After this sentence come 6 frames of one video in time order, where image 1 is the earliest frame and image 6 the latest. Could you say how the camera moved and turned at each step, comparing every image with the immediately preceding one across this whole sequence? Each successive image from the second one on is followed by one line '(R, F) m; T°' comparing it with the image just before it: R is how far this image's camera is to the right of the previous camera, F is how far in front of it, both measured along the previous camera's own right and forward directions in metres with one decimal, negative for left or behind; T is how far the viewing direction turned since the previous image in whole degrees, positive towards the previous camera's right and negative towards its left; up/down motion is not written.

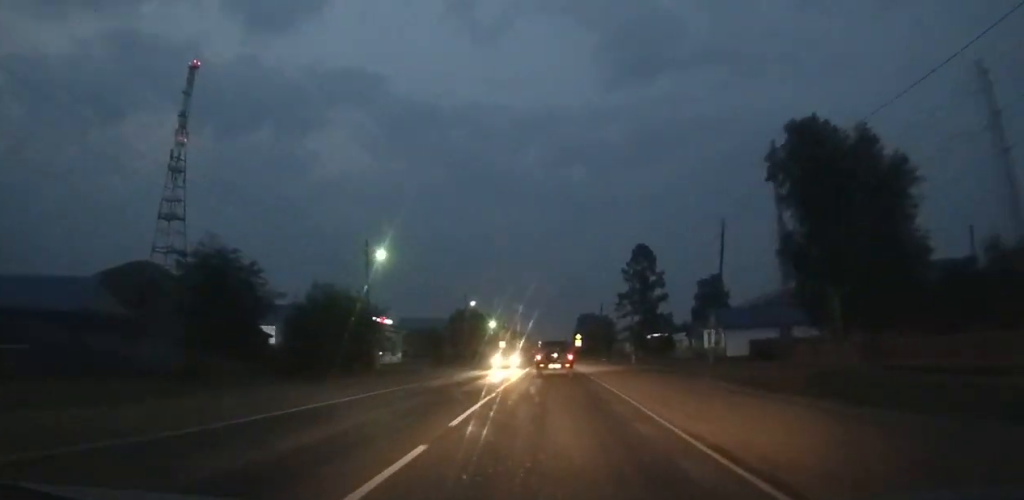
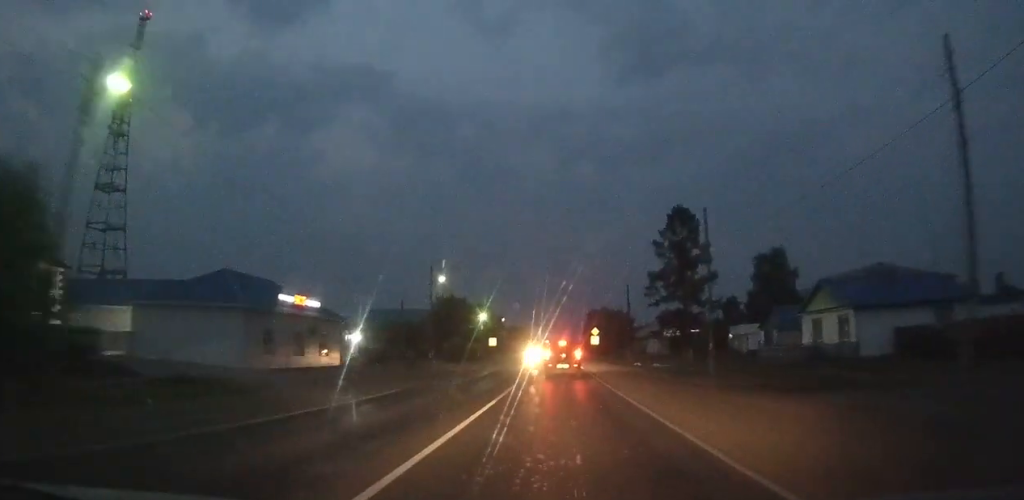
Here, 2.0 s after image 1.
(0.0, +25.0) m; 0°
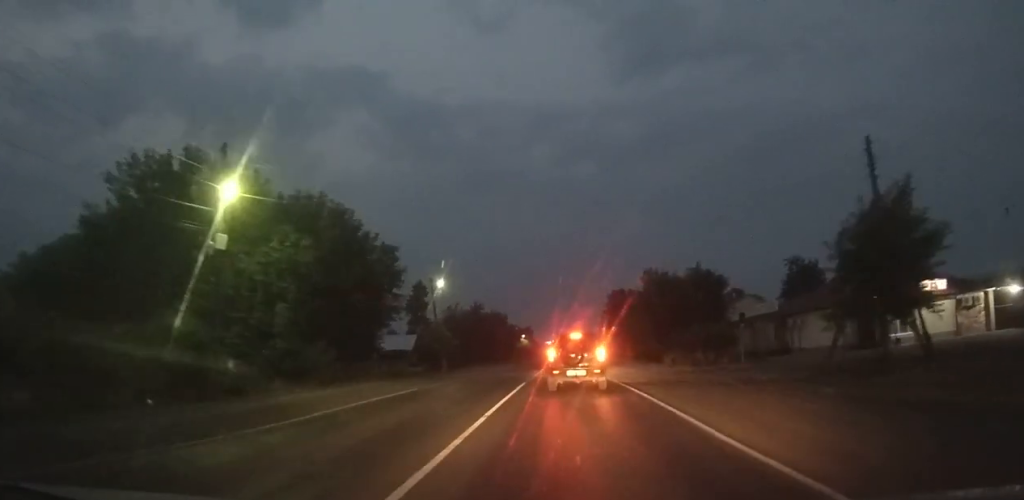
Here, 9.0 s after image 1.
(-0.6, +69.6) m; -1°
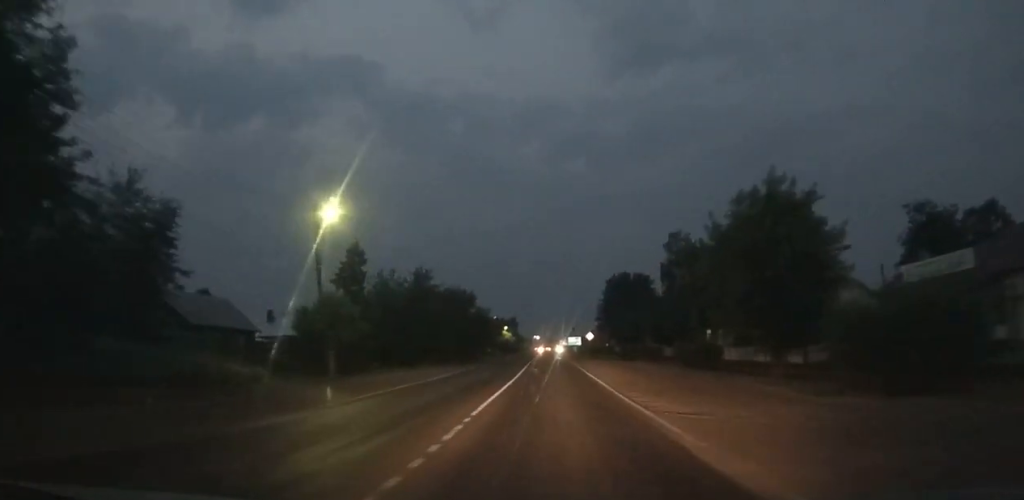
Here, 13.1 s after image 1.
(+0.4, +37.8) m; +2°
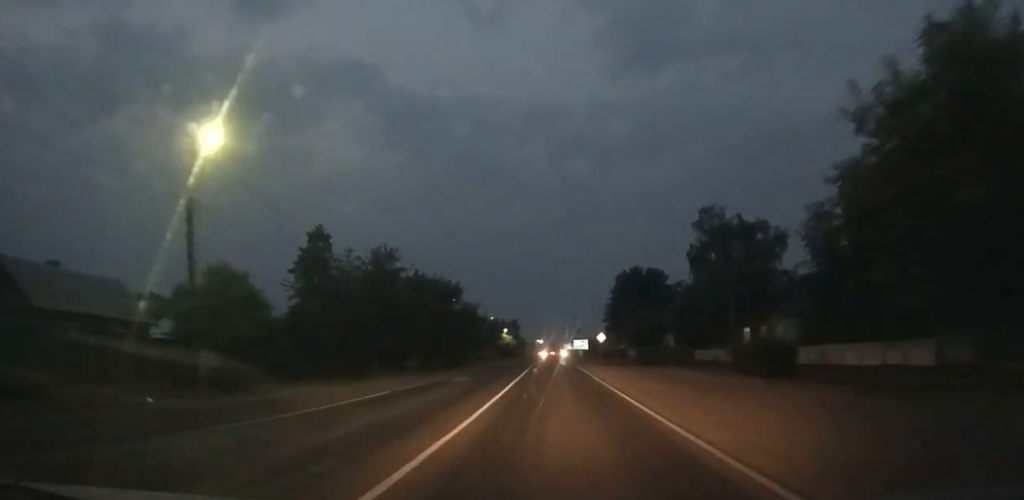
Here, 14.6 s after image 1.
(+0.1, +15.5) m; 0°
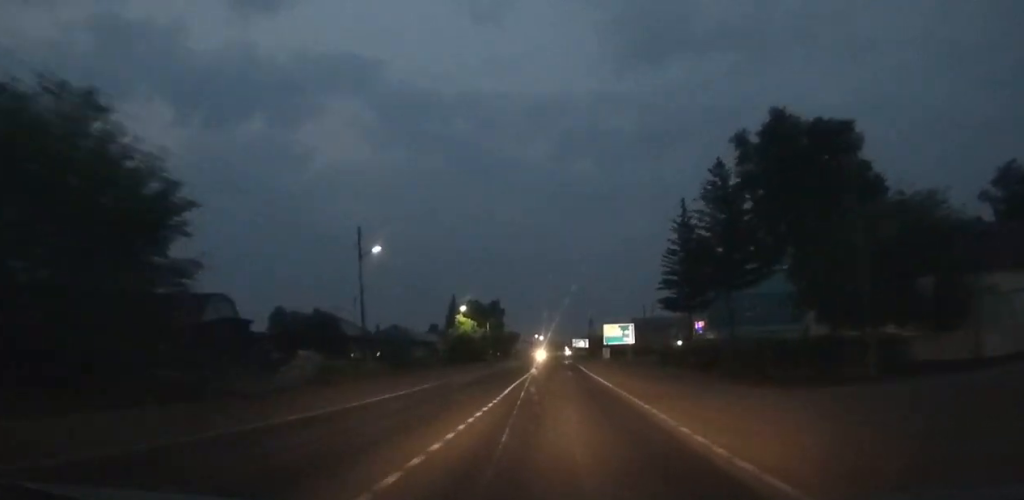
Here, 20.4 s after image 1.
(-0.3, +68.1) m; -1°
